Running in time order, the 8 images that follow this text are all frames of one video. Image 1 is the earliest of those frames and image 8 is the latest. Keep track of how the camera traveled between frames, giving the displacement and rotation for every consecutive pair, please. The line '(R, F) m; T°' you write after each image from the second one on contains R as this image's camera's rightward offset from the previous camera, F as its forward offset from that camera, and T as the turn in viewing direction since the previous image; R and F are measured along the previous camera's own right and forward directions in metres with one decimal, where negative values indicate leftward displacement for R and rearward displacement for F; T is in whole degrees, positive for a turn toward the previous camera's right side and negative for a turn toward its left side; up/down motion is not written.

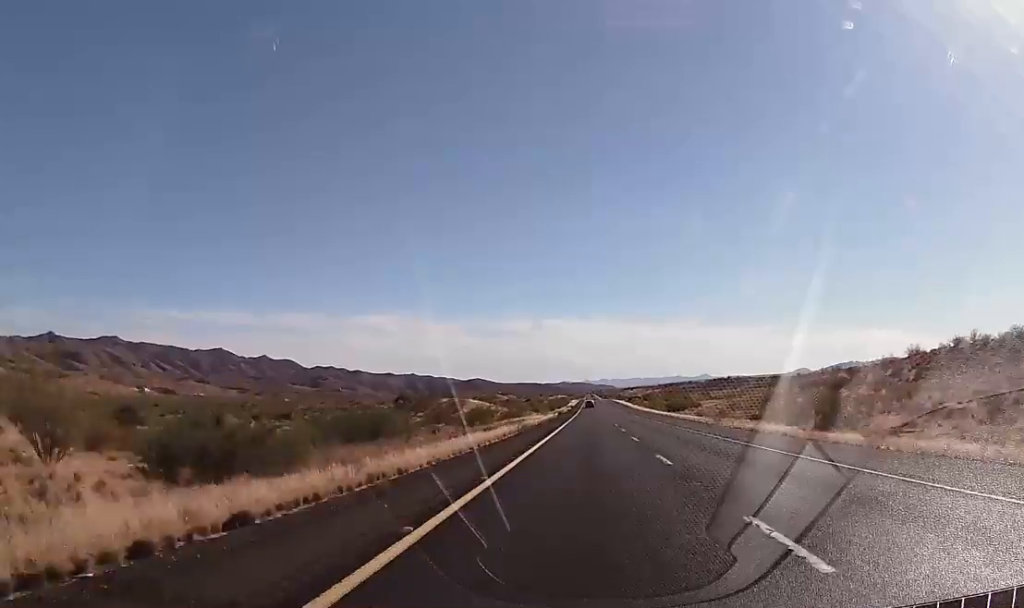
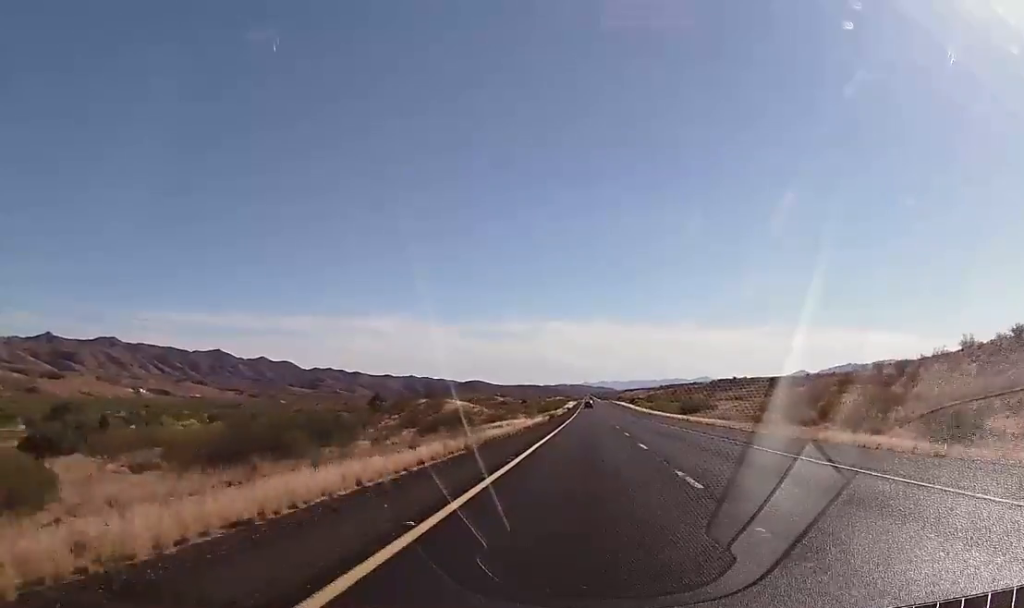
(0.0, +17.6) m; 0°
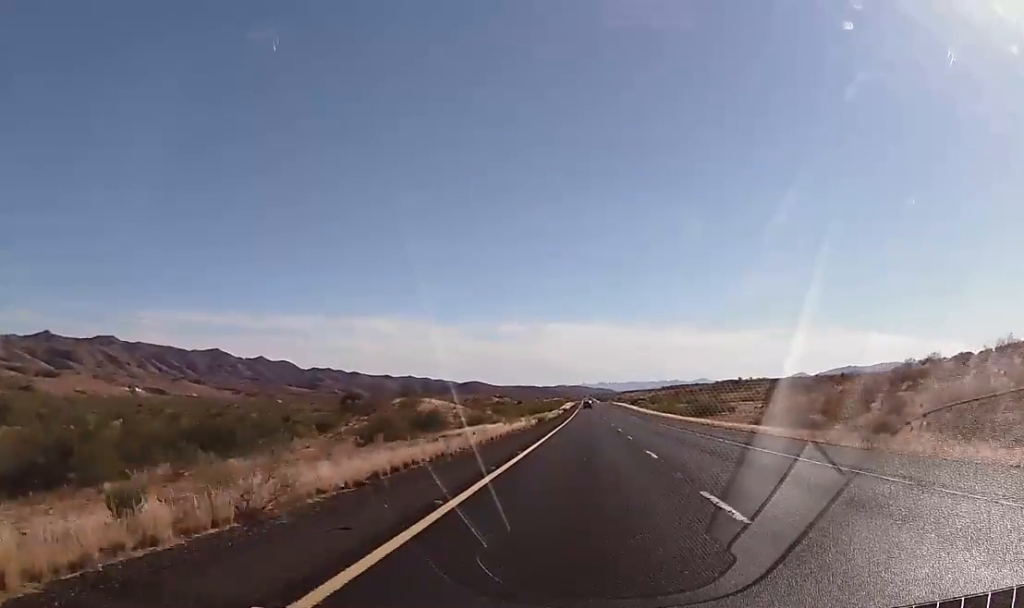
(-0.2, +16.3) m; 0°
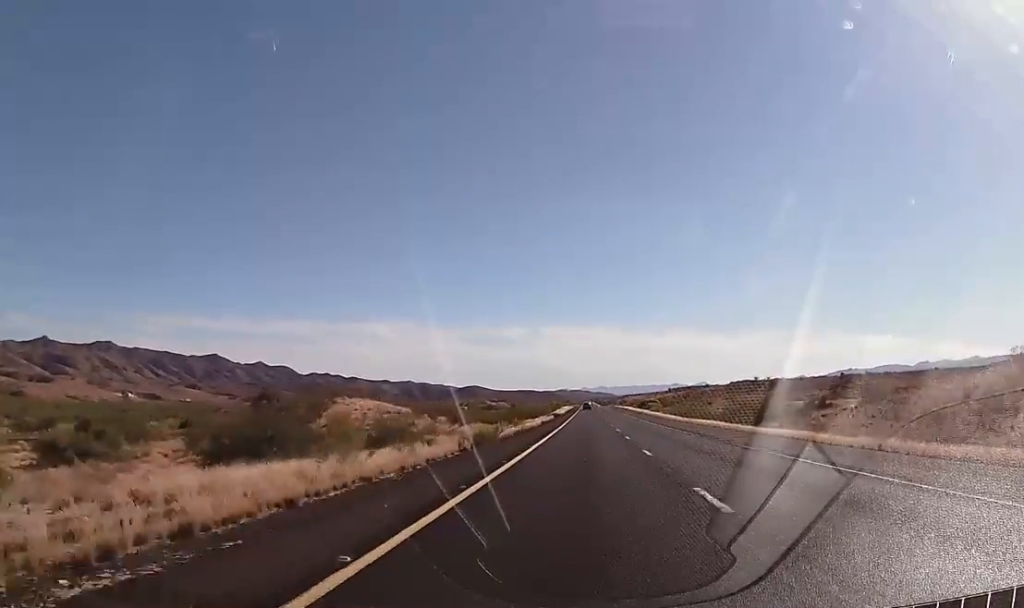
(+0.1, +35.2) m; 0°
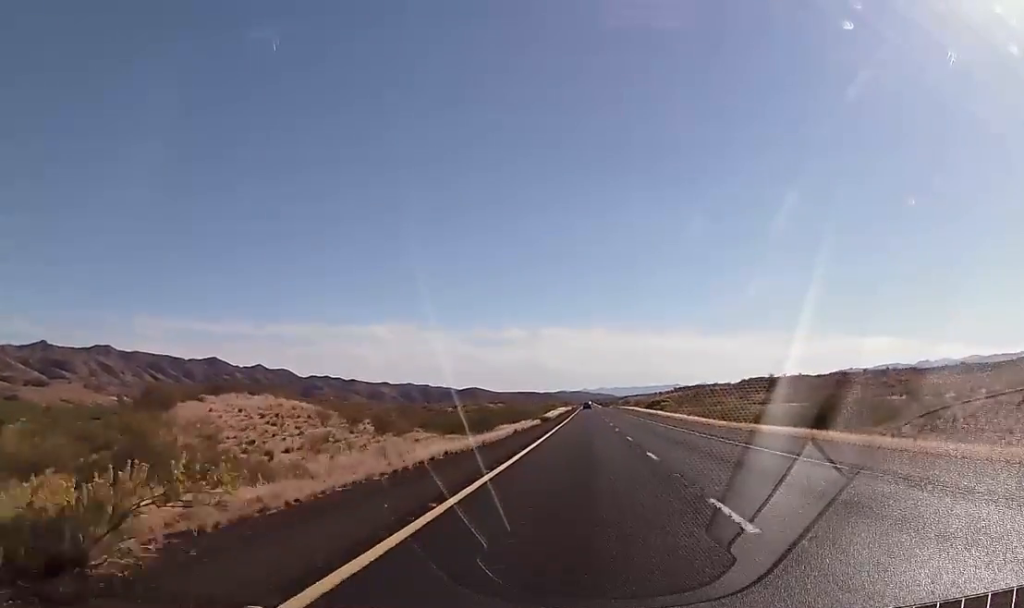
(+0.1, +26.4) m; 0°
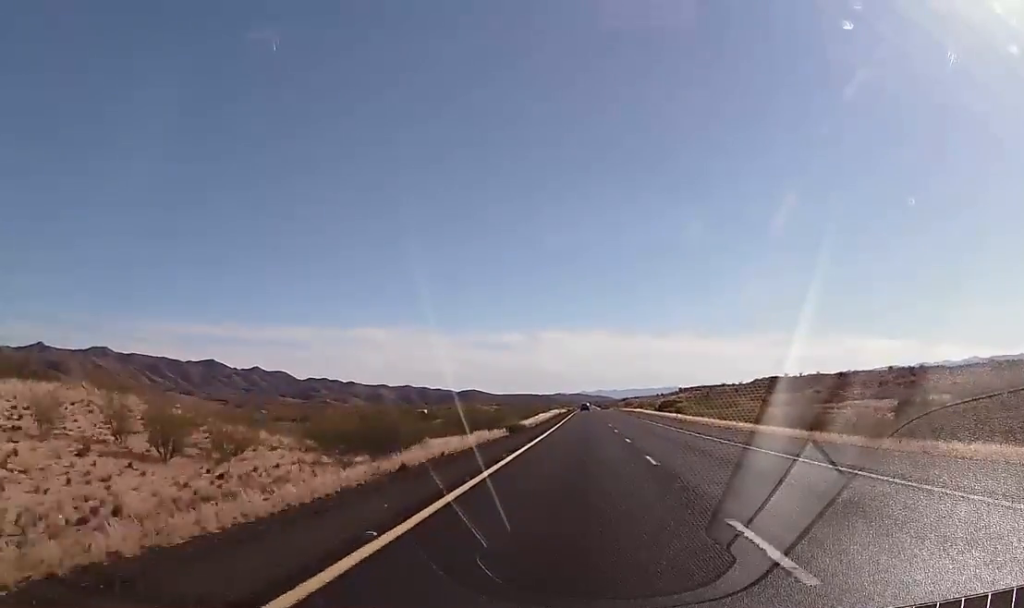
(-0.3, +26.4) m; 0°
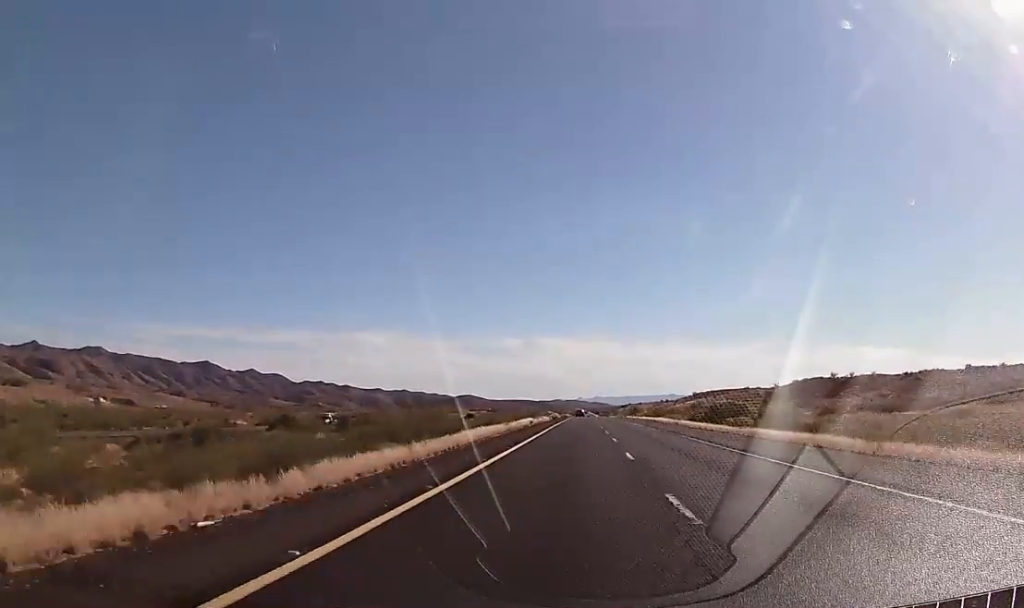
(+0.2, +58.0) m; 0°
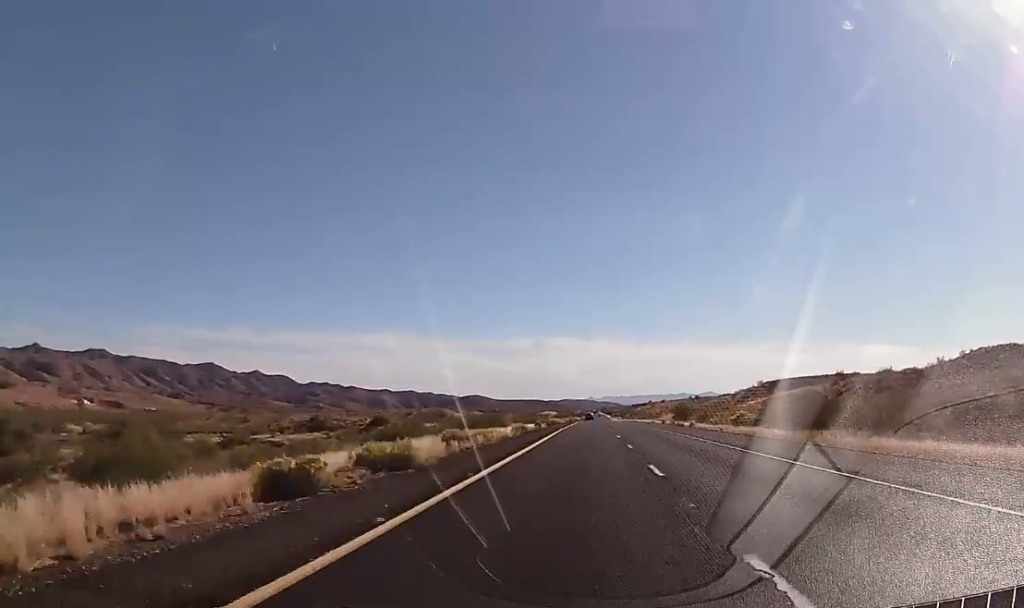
(+0.3, +103.4) m; 0°
